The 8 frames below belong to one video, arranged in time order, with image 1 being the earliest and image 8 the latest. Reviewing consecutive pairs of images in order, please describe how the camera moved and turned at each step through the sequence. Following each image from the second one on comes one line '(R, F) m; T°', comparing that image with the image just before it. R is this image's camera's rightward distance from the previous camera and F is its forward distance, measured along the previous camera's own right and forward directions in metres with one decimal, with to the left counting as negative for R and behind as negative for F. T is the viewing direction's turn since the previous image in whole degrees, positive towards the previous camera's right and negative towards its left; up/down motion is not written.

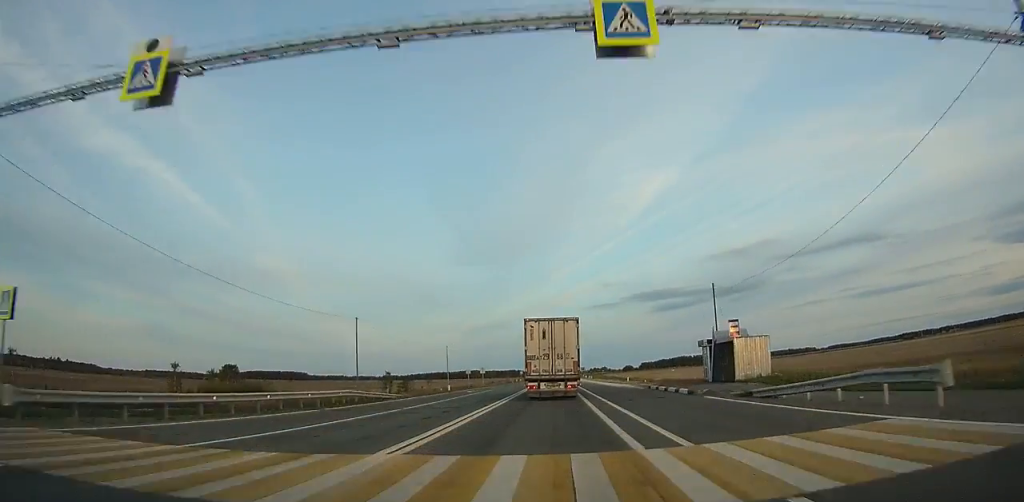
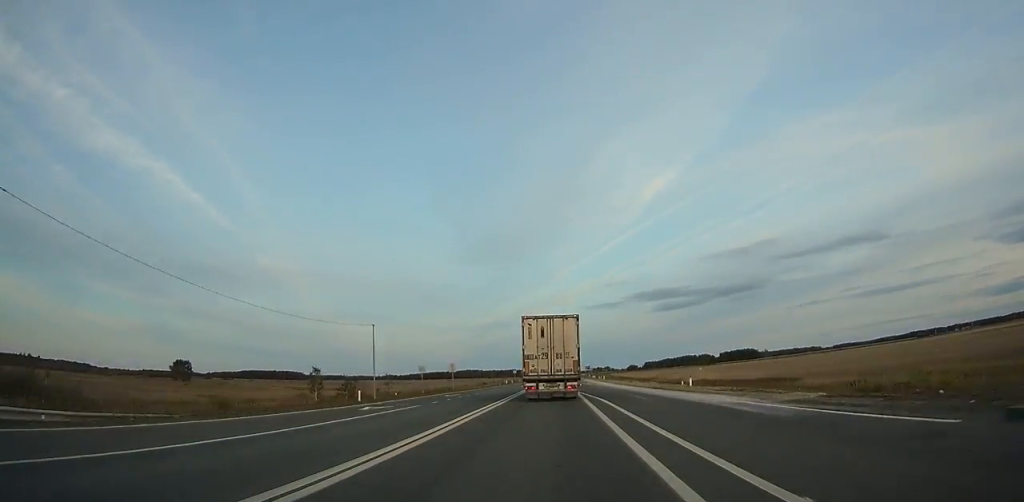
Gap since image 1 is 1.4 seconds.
(+0.1, +31.8) m; 0°
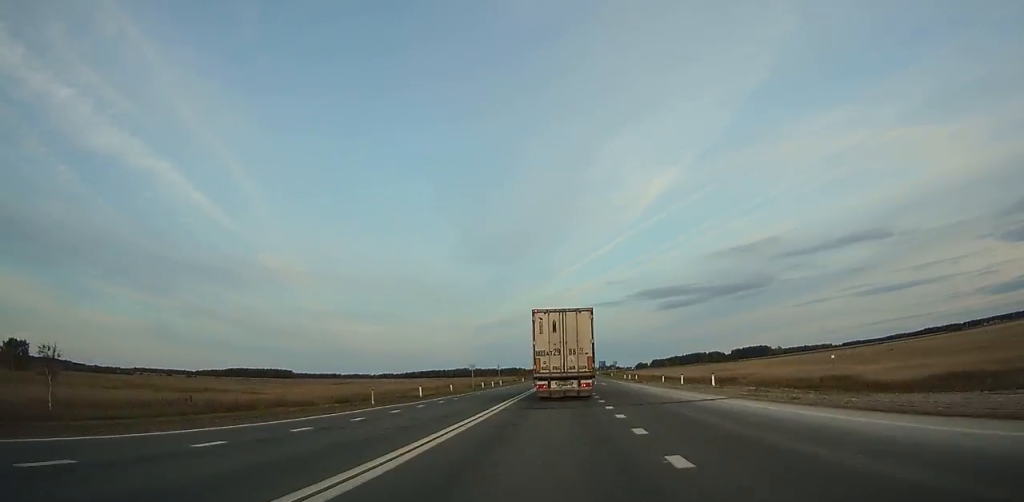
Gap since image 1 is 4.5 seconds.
(-0.3, +69.9) m; 0°
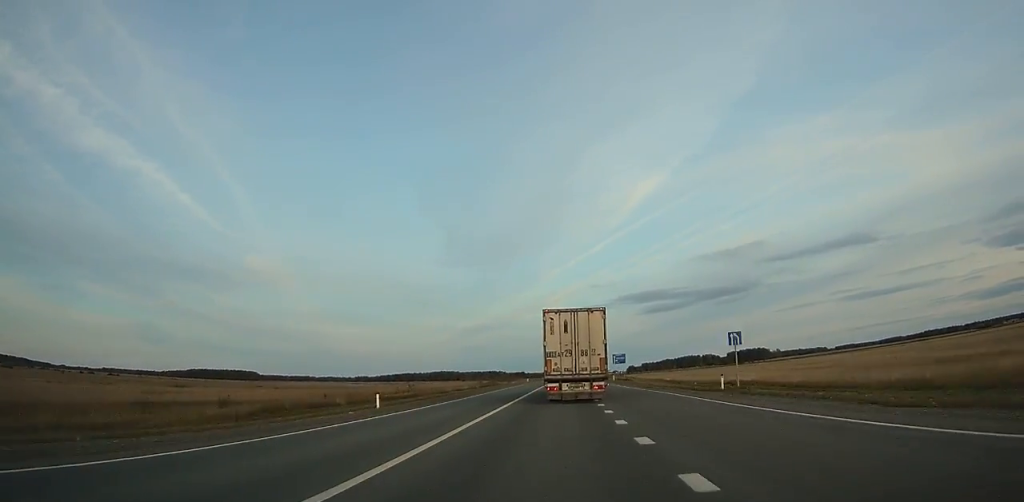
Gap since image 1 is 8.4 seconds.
(+1.3, +87.5) m; +1°
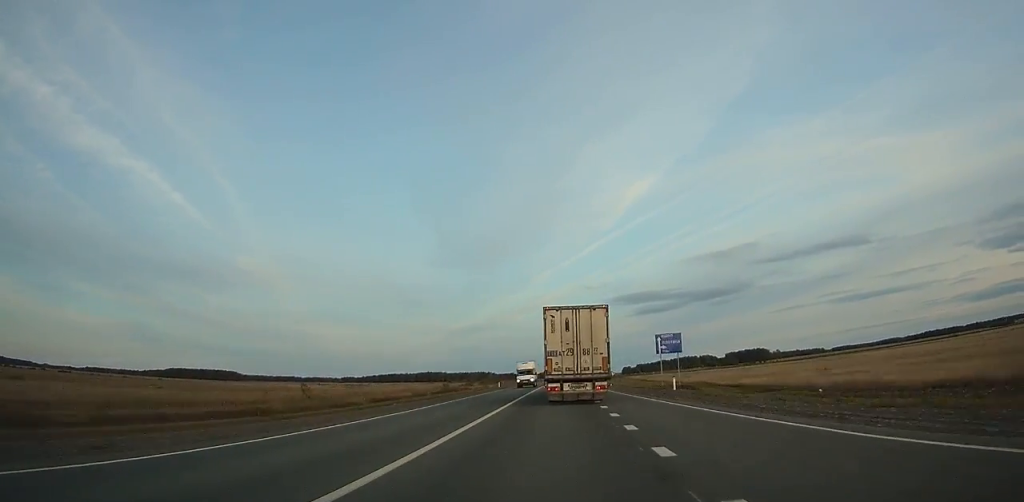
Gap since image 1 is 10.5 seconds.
(+0.3, +47.0) m; +1°
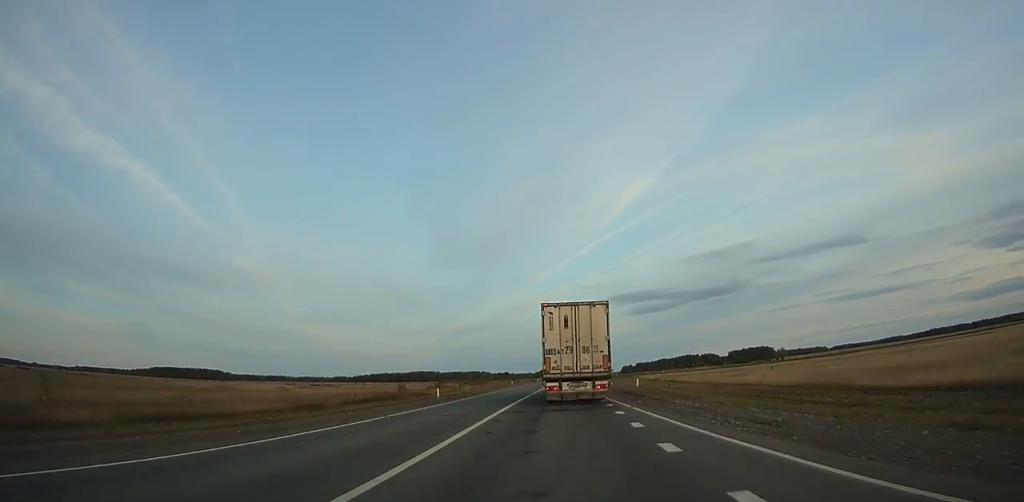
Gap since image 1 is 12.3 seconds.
(+0.2, +39.8) m; +1°
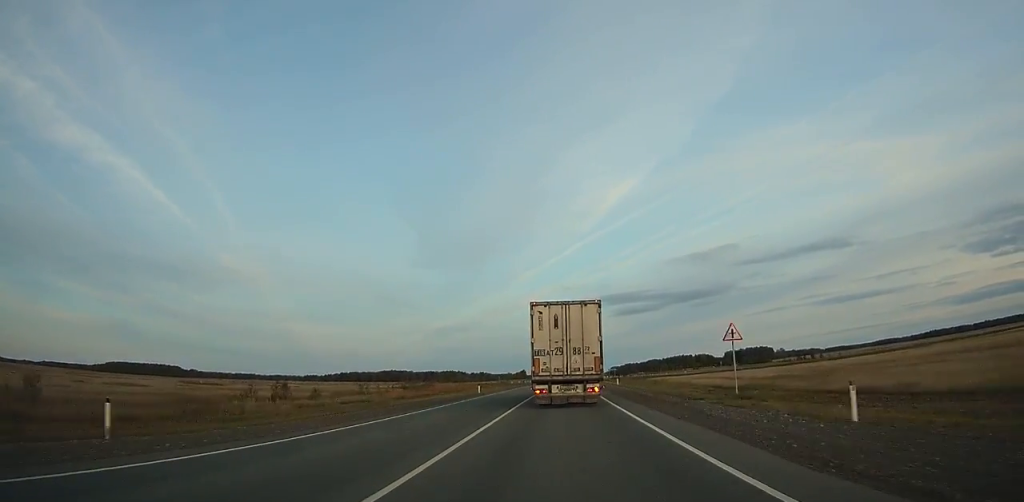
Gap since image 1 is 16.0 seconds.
(+0.8, +80.1) m; +1°
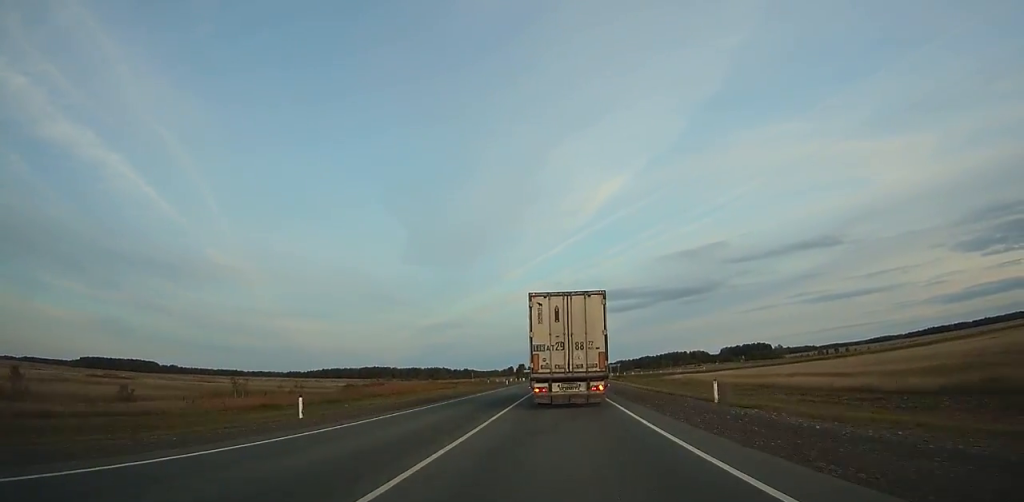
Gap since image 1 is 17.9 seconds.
(+0.4, +39.1) m; +1°
